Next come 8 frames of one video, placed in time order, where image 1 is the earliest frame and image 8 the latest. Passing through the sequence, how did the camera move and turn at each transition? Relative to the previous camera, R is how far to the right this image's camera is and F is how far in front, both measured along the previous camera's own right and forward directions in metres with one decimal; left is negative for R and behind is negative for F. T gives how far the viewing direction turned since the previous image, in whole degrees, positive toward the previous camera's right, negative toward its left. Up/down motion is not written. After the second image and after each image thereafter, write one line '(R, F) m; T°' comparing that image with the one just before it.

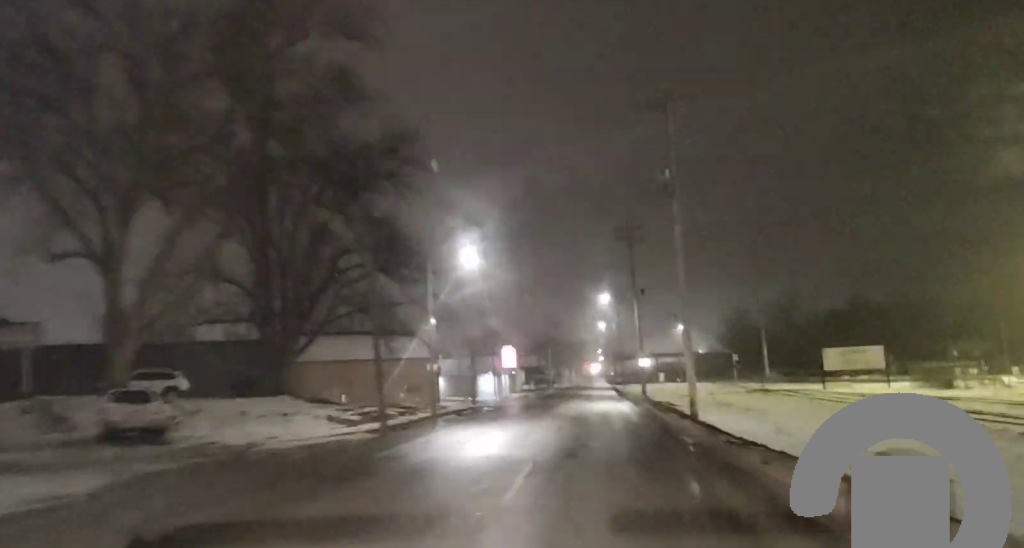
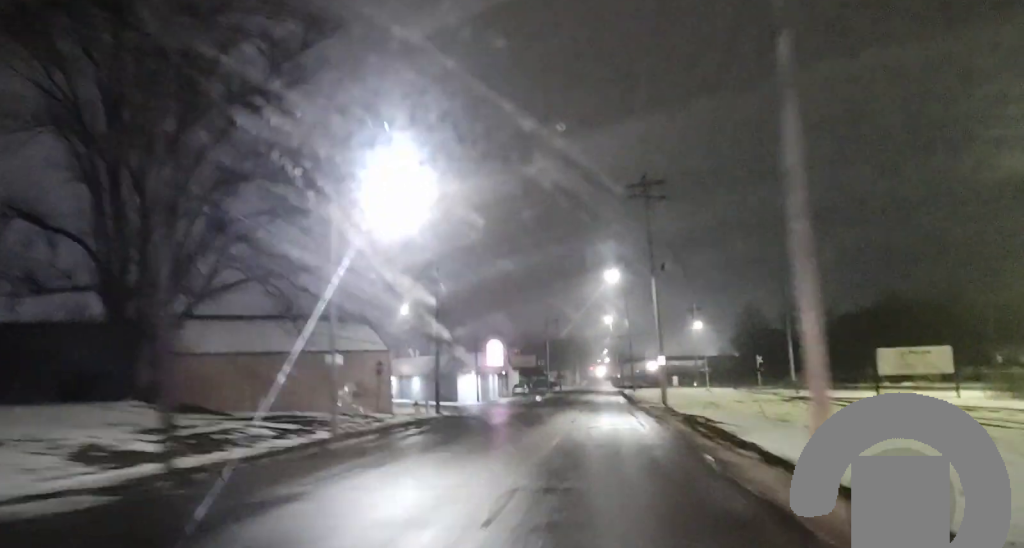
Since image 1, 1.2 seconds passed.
(-0.3, +16.5) m; -1°
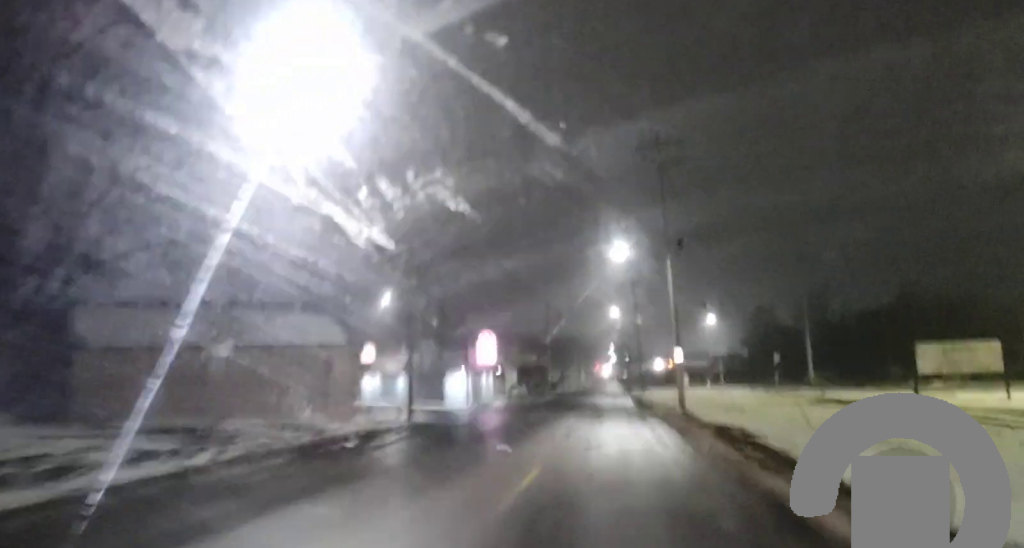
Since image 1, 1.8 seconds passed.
(-0.1, +8.0) m; 0°
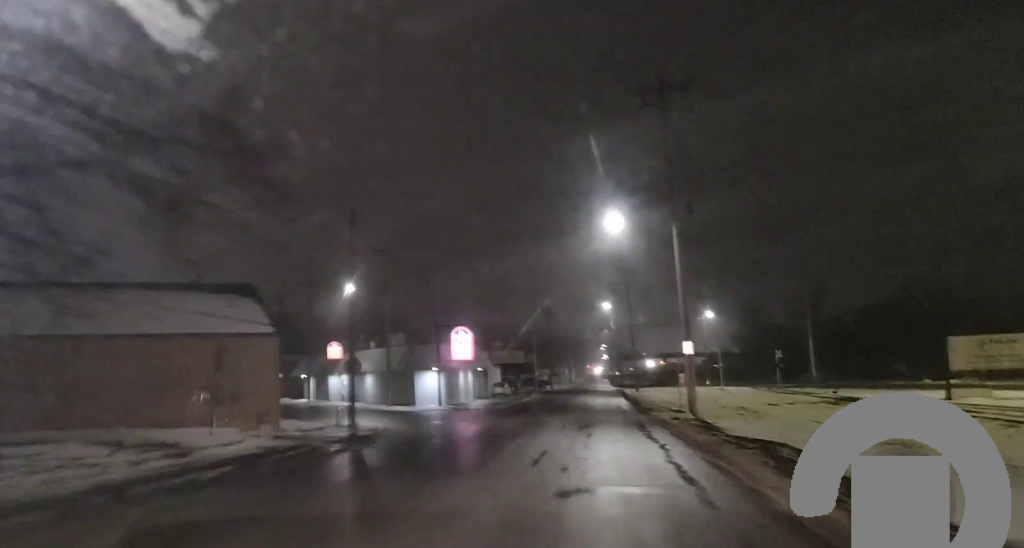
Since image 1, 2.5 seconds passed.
(+0.3, +9.2) m; +1°
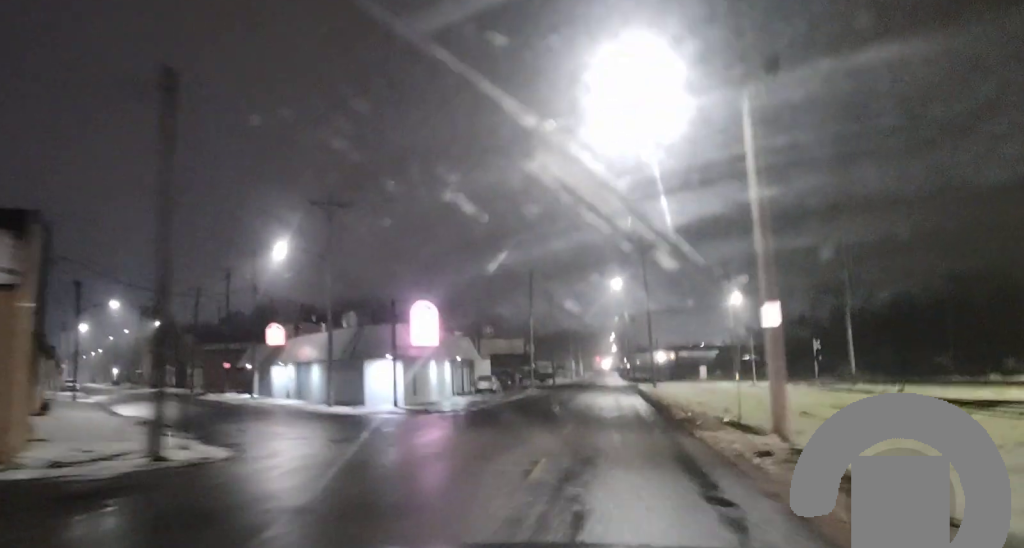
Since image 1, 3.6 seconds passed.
(-0.1, +15.7) m; -1°
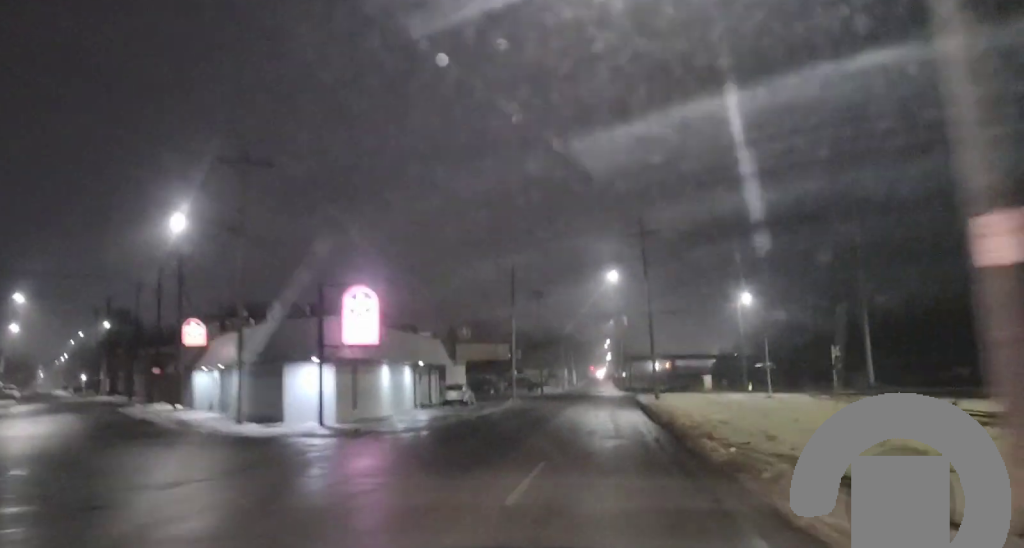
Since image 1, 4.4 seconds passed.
(-0.2, +11.6) m; 0°
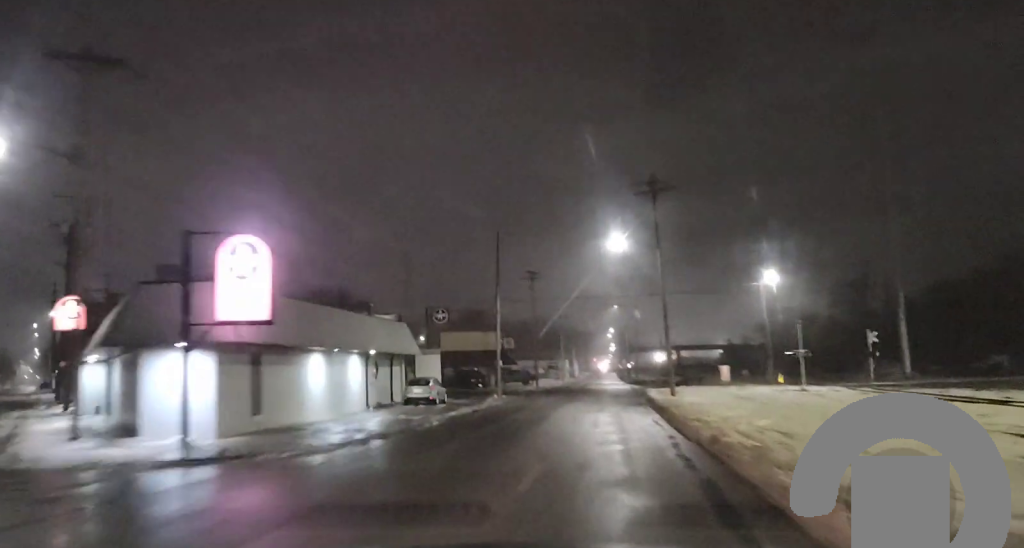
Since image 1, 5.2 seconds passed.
(0.0, +11.6) m; 0°
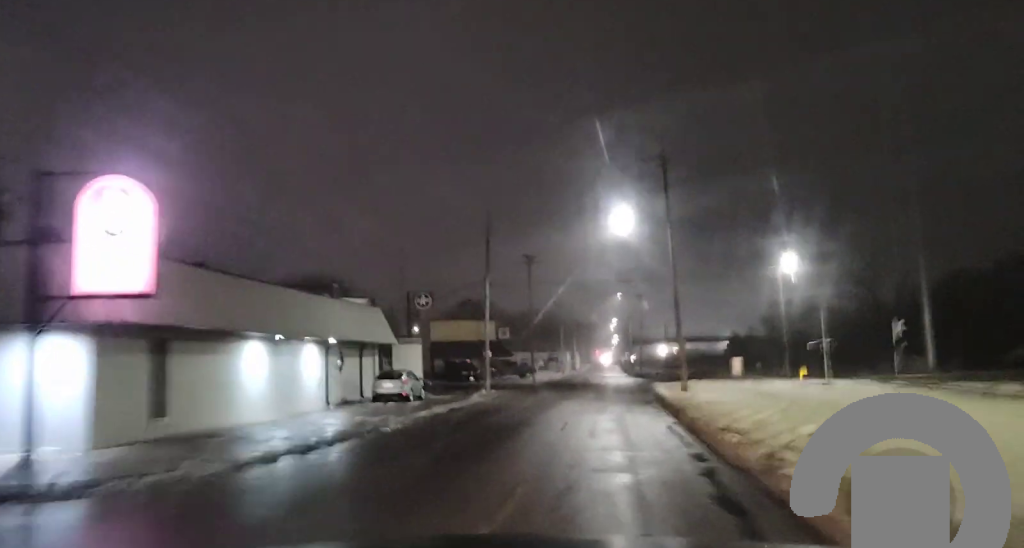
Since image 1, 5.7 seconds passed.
(0.0, +6.3) m; 0°
